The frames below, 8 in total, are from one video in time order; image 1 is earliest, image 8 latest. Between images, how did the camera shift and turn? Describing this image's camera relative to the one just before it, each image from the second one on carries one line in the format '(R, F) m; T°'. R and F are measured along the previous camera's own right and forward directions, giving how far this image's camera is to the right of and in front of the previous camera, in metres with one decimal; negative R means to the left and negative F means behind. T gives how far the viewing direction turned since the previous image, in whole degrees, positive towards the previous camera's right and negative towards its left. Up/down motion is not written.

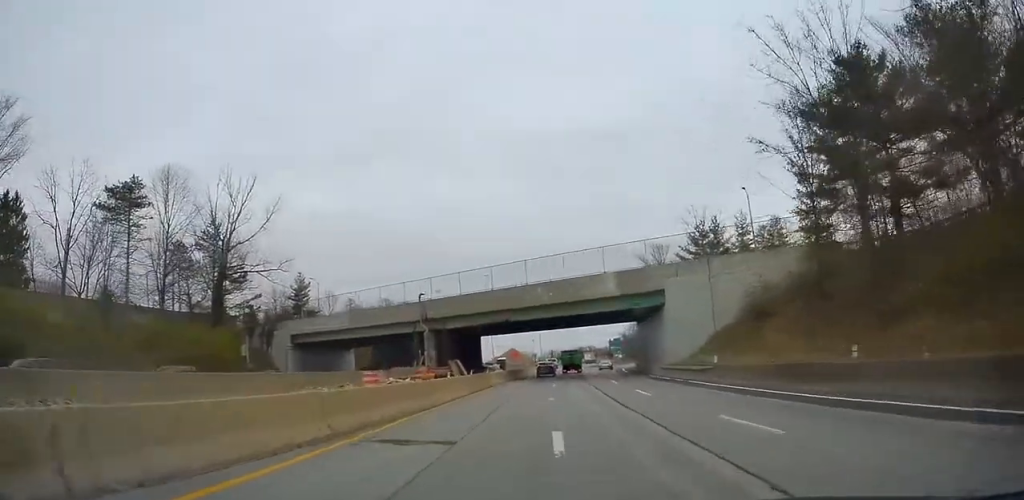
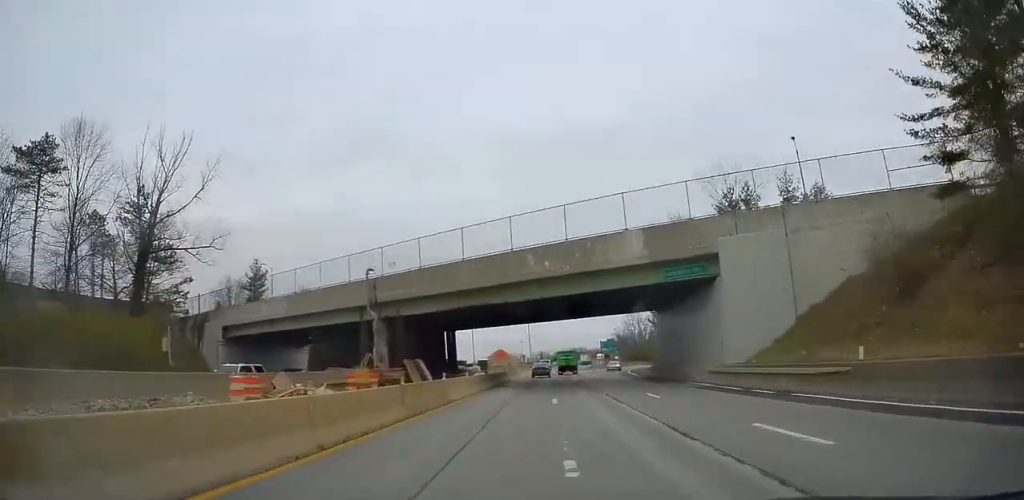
(+0.2, +14.0) m; 0°
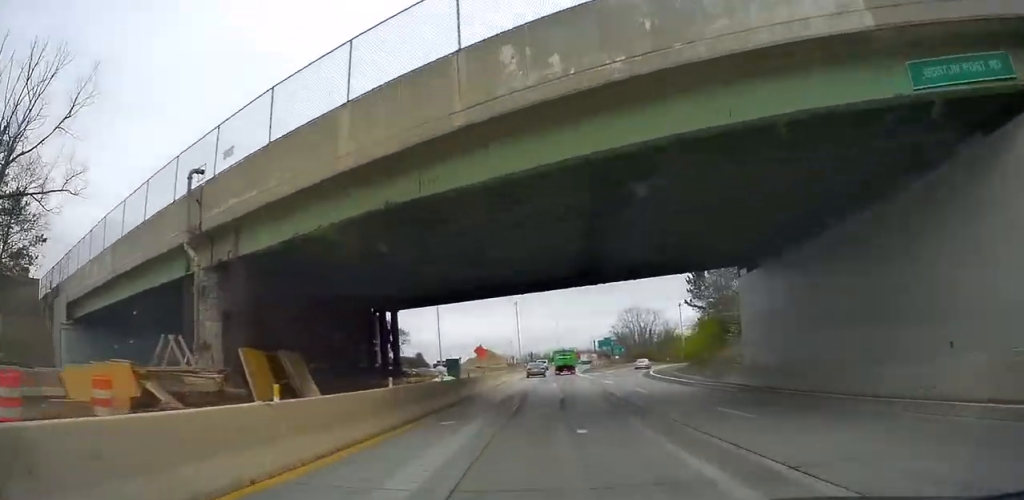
(+0.1, +20.5) m; 0°
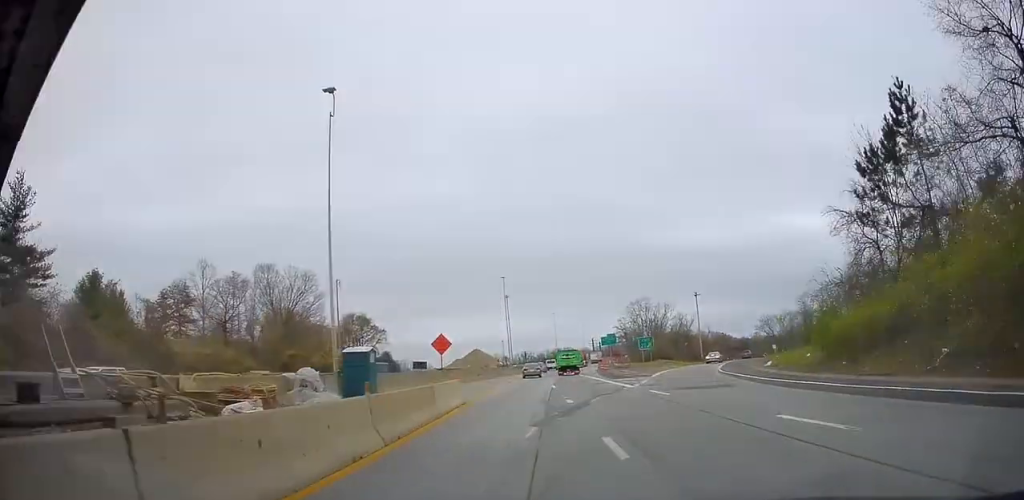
(+0.1, +28.3) m; 0°
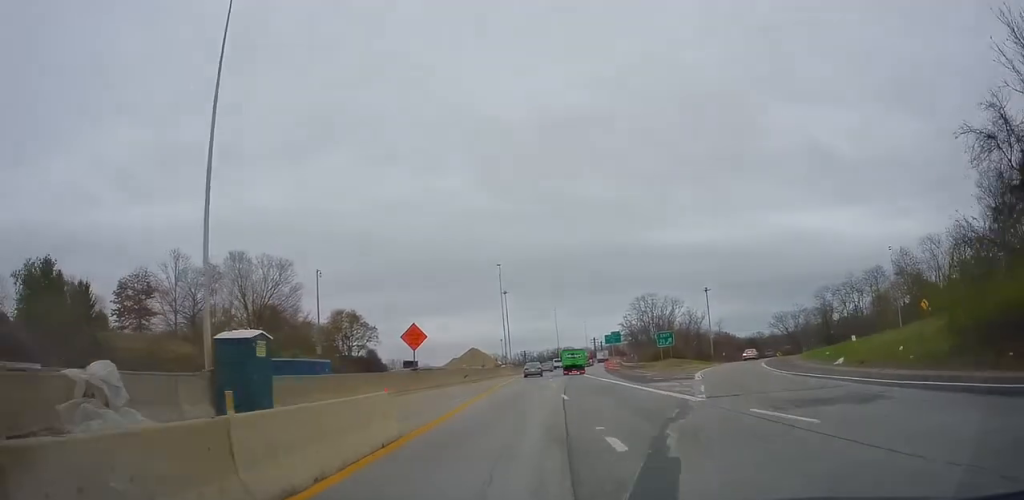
(+0.1, +11.0) m; 0°
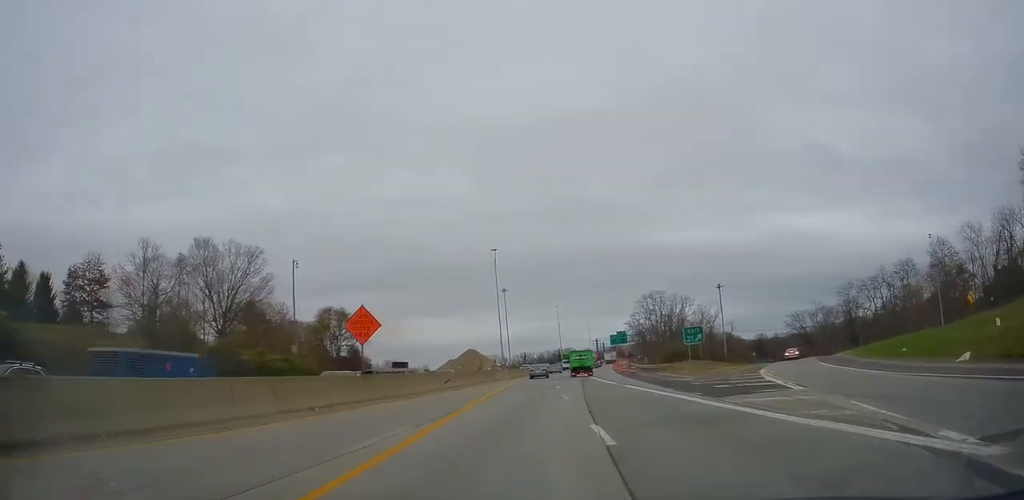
(0.0, +11.4) m; 0°
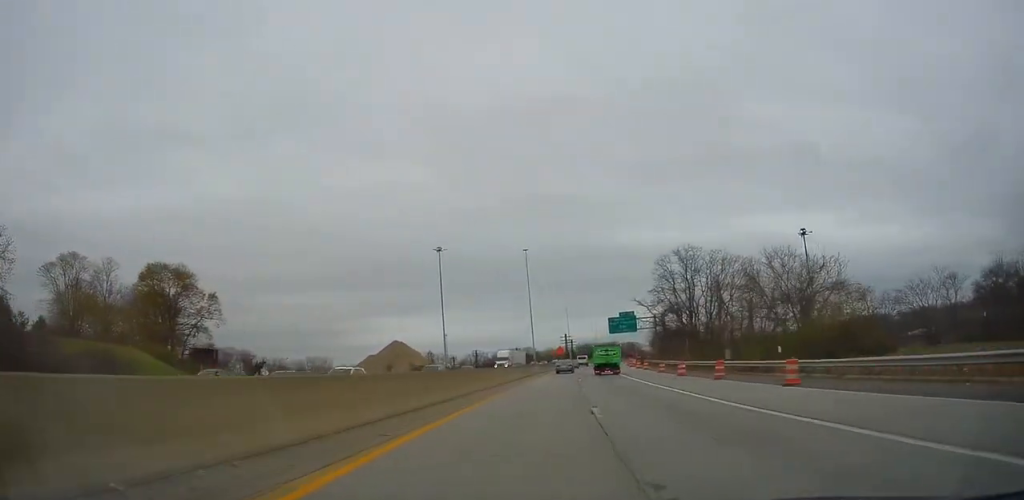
(+1.7, +68.0) m; +3°
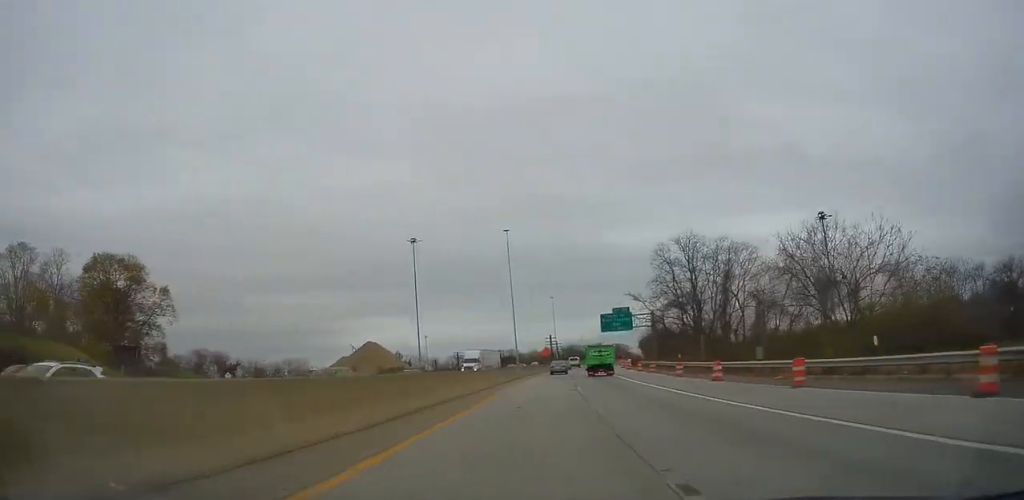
(-0.1, +11.3) m; 0°
